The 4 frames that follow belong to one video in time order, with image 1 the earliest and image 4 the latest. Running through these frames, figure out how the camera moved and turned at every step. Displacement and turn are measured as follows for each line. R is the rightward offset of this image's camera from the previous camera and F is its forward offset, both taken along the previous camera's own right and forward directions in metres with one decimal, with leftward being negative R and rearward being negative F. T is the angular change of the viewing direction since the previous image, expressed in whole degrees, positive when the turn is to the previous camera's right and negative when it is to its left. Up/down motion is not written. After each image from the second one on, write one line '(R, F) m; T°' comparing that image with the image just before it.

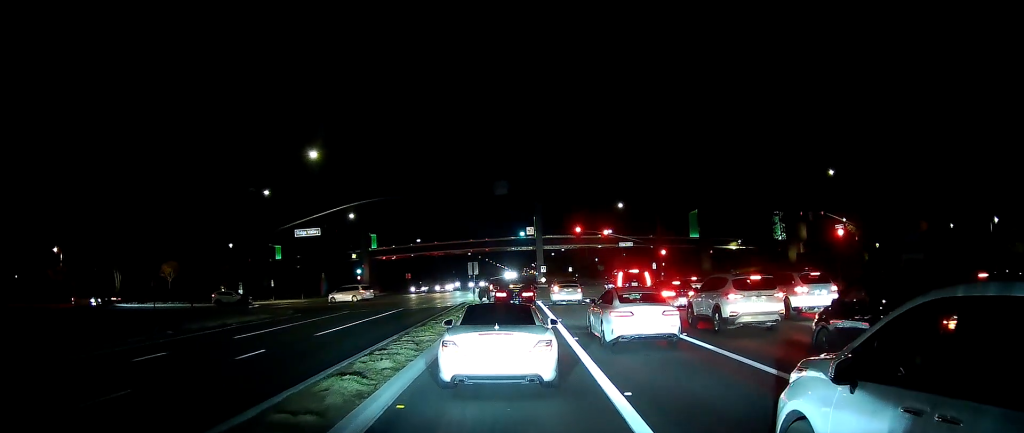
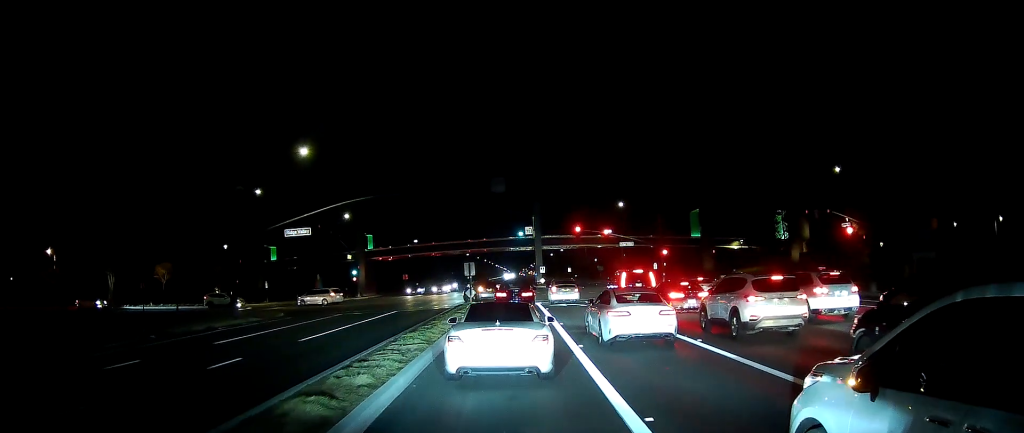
(+0.1, +0.8) m; -1°
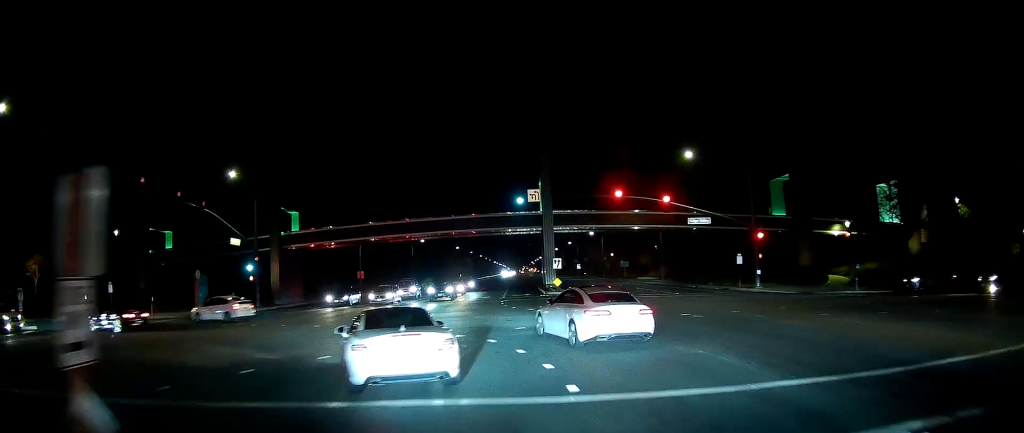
(-1.3, +31.0) m; -3°
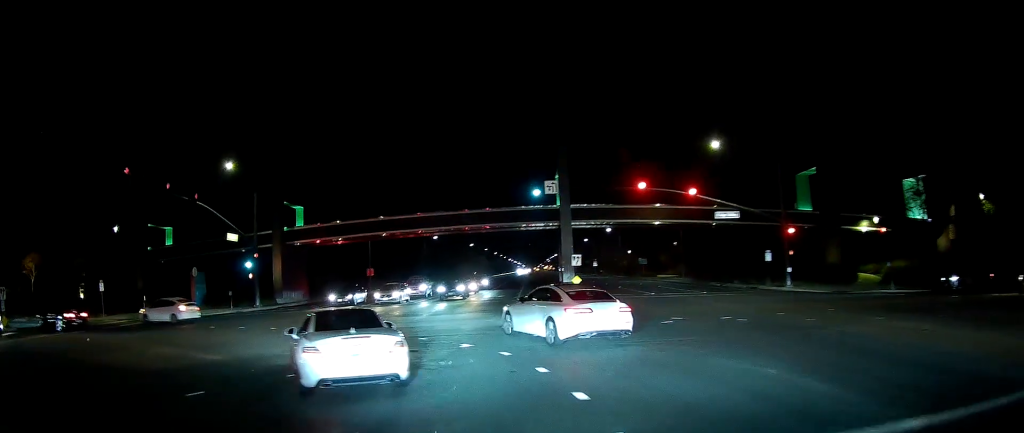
(-0.1, +3.3) m; -1°
